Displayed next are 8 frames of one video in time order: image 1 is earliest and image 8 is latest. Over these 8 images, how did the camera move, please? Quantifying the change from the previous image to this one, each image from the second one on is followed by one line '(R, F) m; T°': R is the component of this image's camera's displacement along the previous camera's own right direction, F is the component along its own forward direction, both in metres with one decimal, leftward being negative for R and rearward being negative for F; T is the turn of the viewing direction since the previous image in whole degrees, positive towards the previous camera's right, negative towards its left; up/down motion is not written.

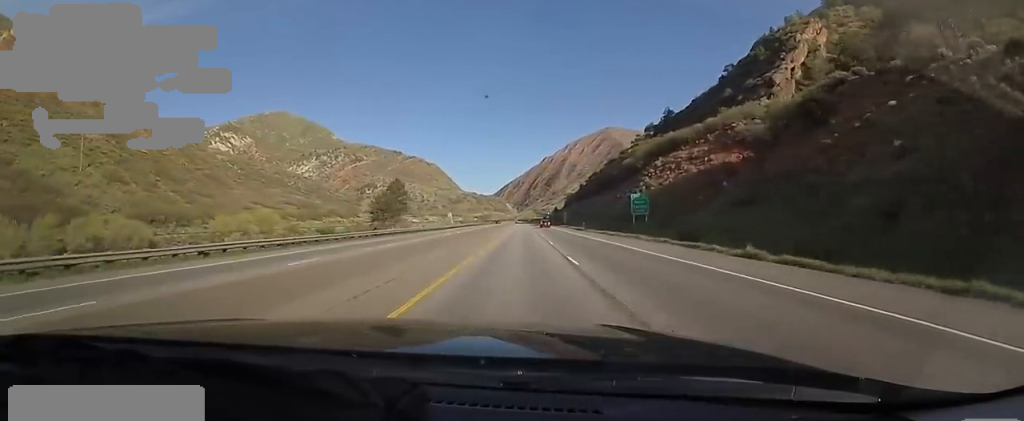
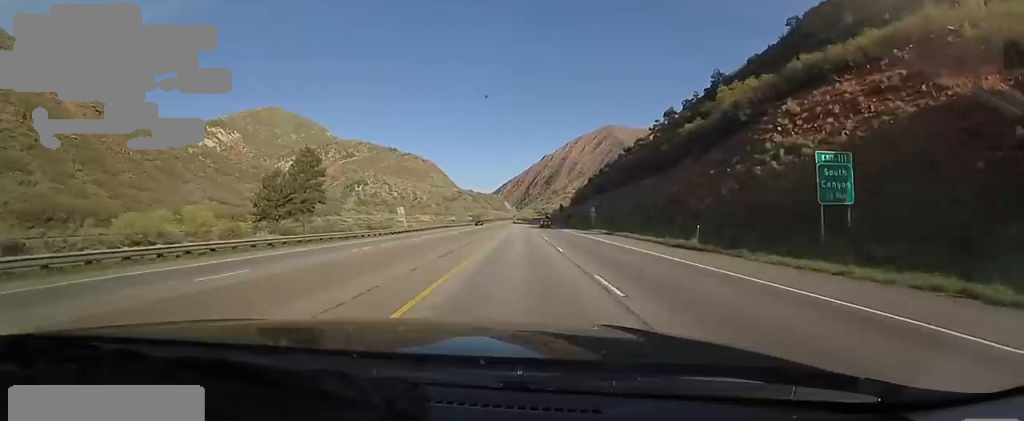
(+1.8, +43.0) m; +2°
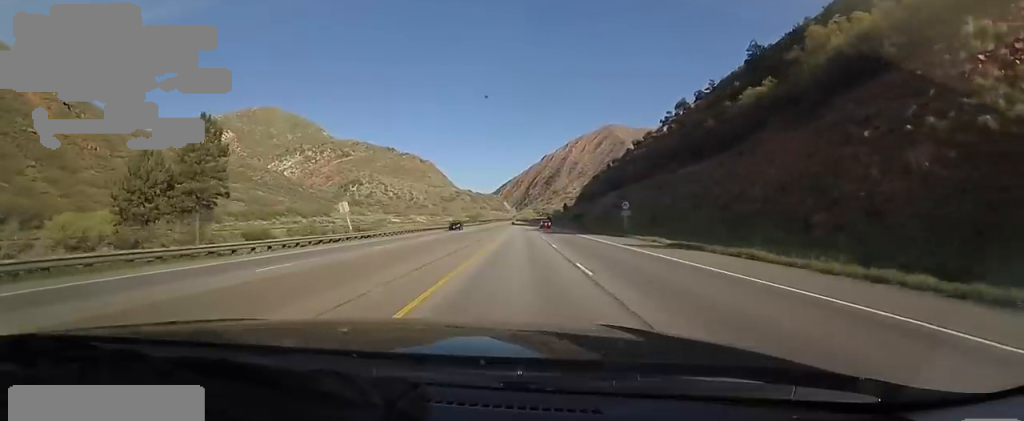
(-0.9, +20.9) m; 0°
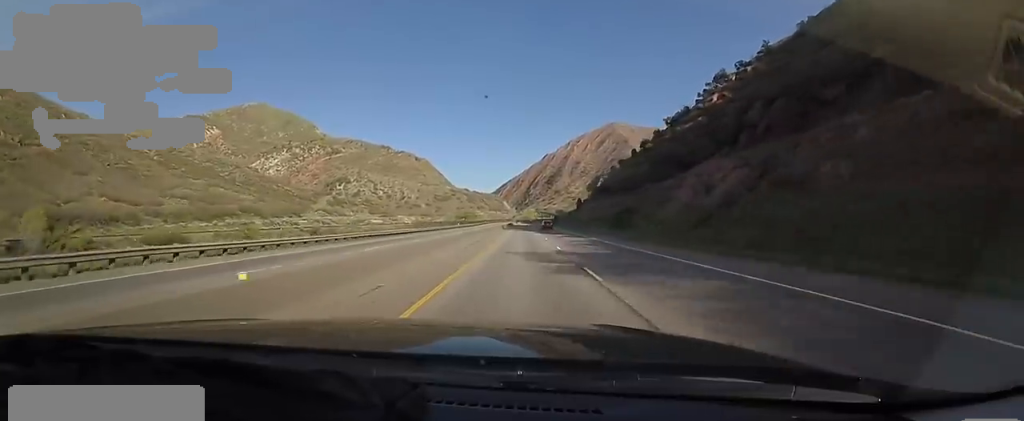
(+0.5, +49.8) m; -1°
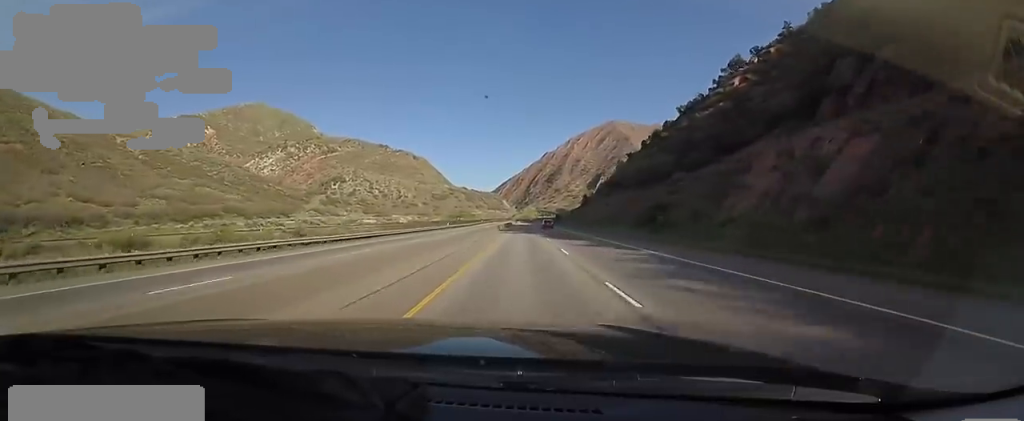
(-0.3, +15.5) m; -1°
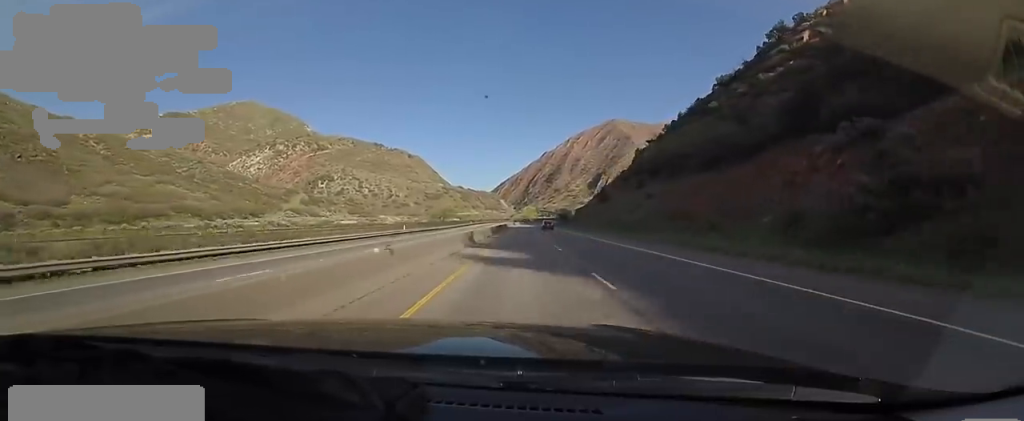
(+0.2, +34.0) m; +2°
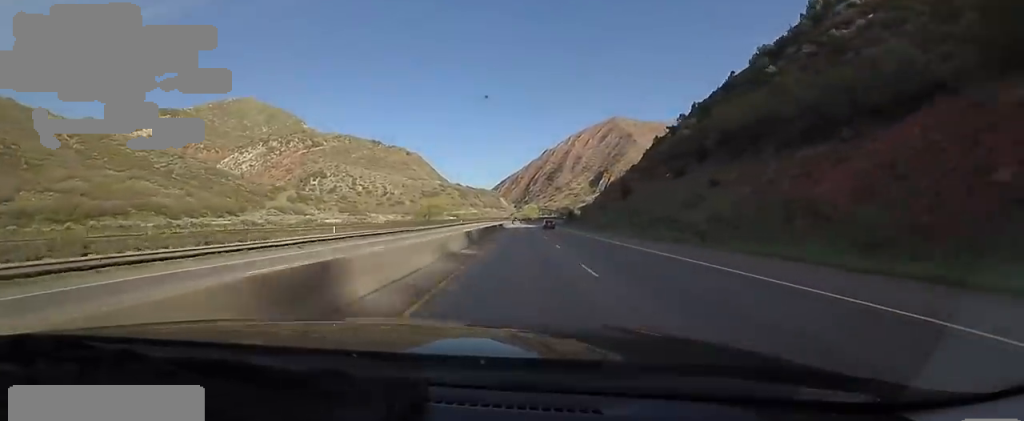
(+0.9, +22.7) m; 0°
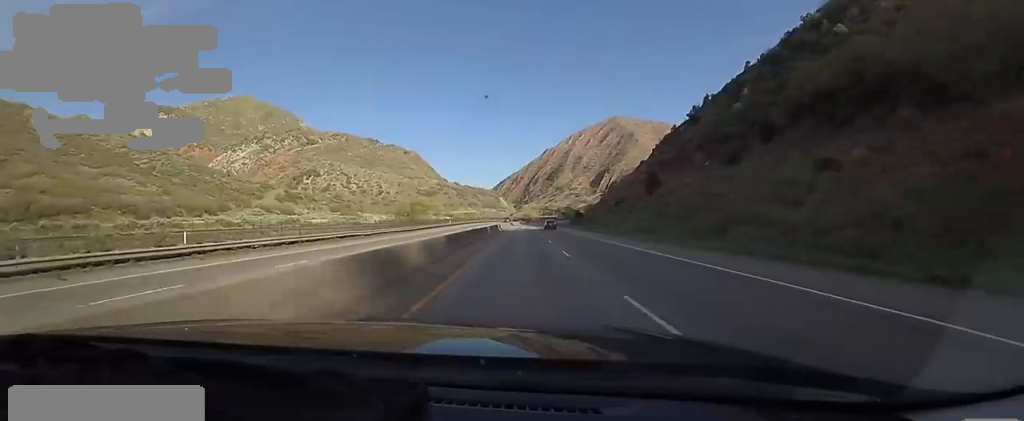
(-0.3, +17.6) m; -1°
